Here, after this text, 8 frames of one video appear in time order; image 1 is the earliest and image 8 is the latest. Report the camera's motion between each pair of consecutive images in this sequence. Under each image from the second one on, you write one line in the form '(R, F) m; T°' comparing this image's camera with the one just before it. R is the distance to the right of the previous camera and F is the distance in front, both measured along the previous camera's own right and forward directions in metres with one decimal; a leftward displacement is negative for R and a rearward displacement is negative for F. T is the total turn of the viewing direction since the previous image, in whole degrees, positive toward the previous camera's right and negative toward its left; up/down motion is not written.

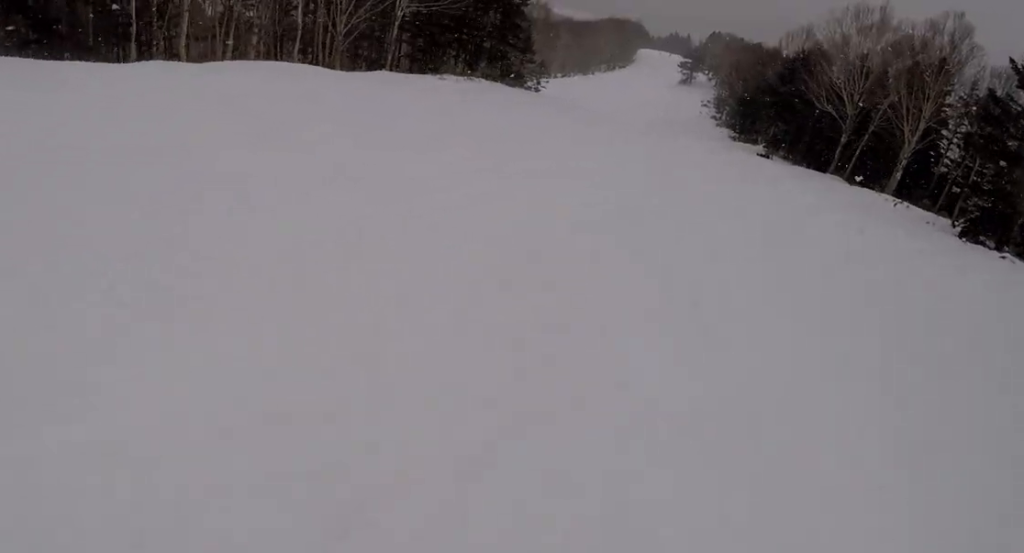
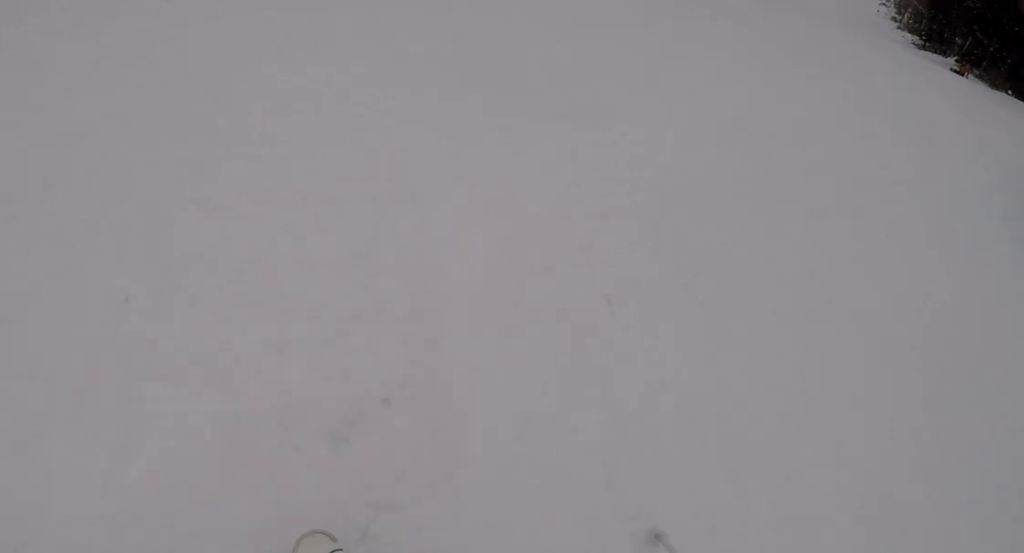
(-0.9, +5.6) m; -7°
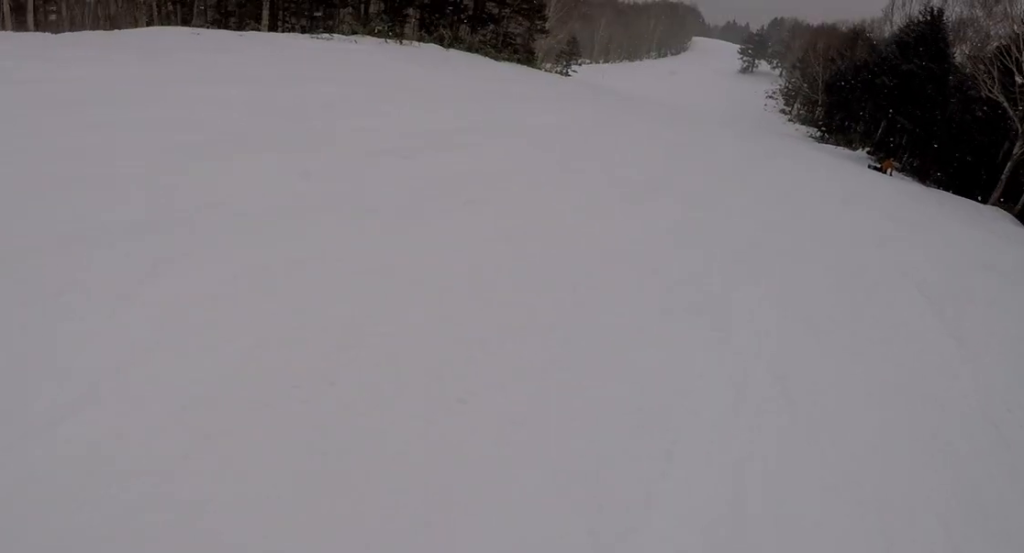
(+2.5, +14.5) m; -1°
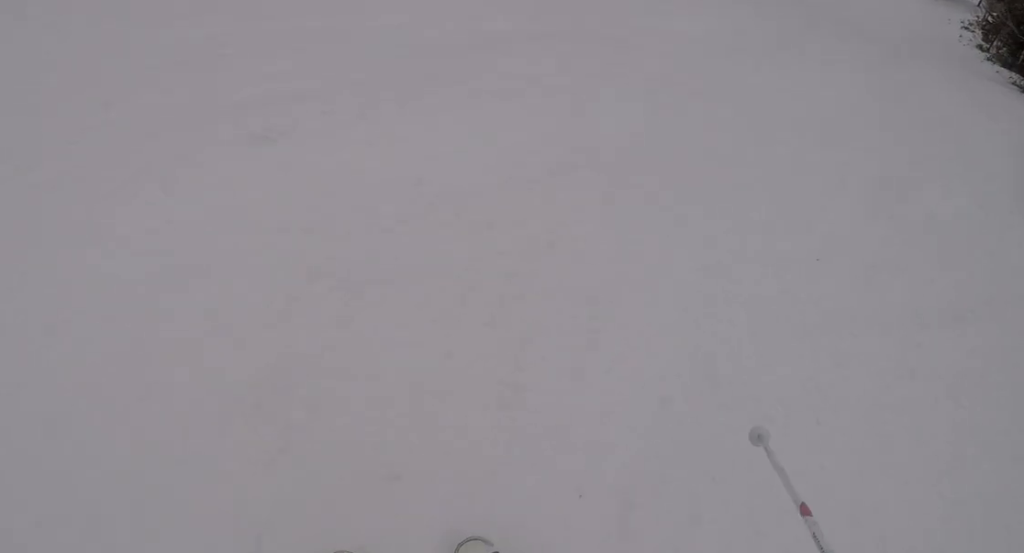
(-1.2, +4.7) m; -14°
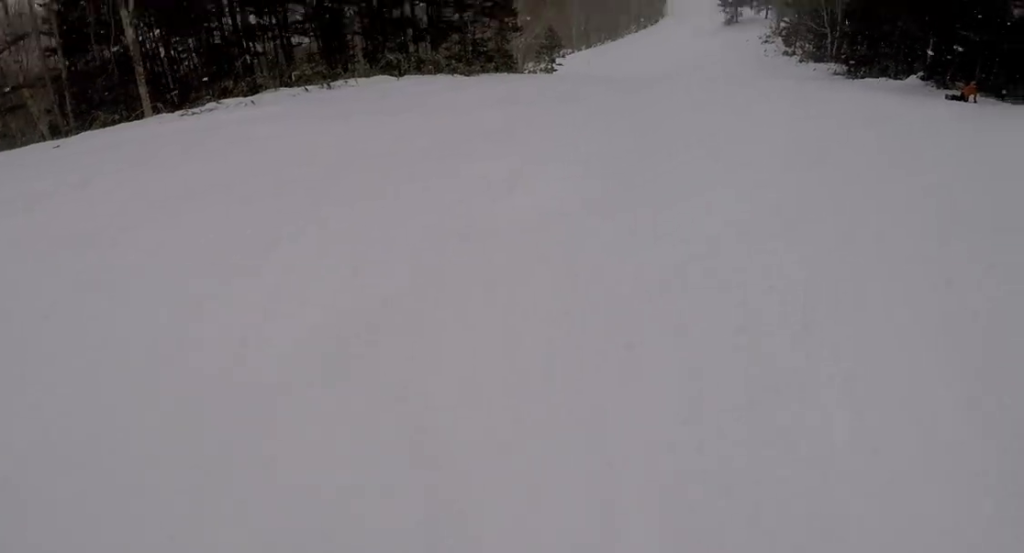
(0.0, +3.3) m; +7°
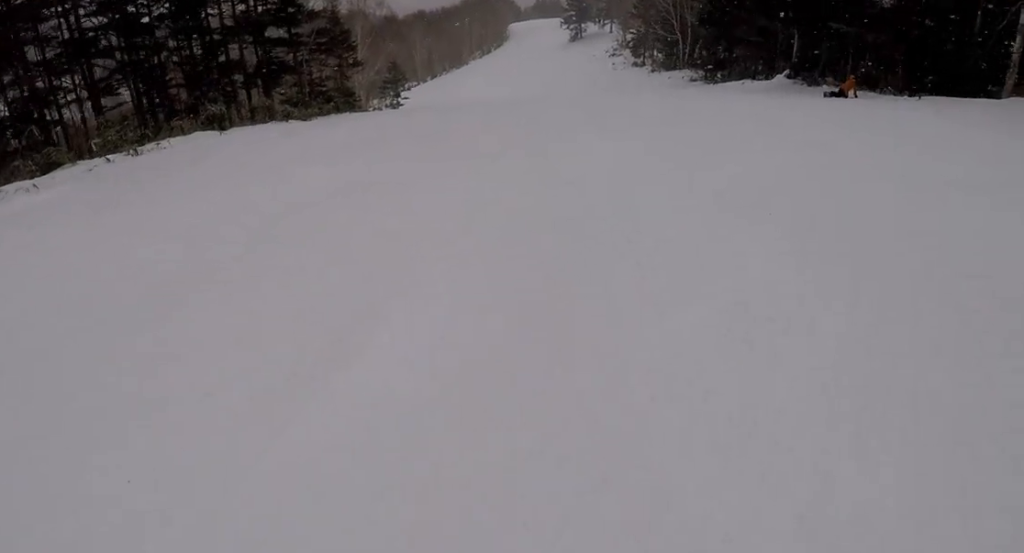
(-0.3, +2.8) m; +6°
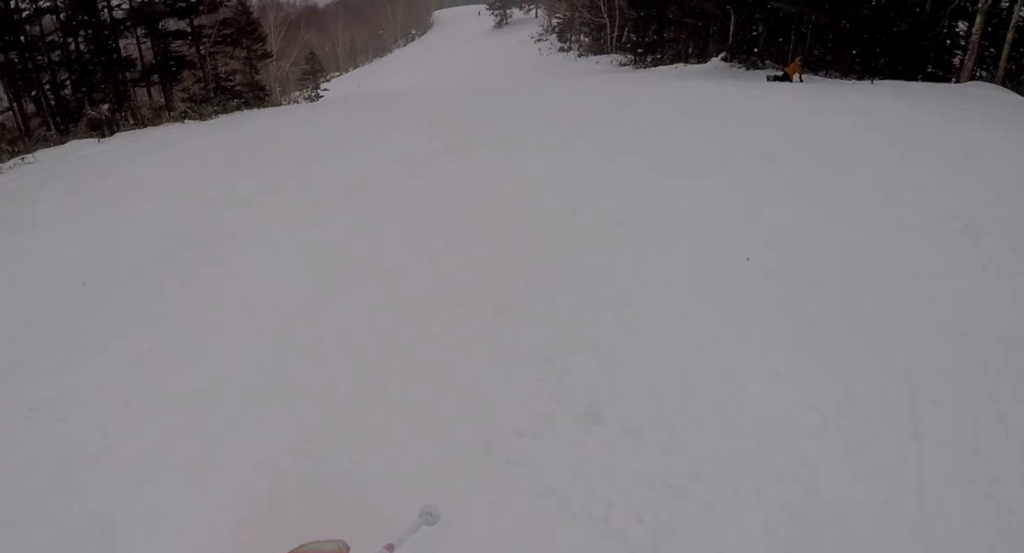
(+0.6, +2.3) m; +1°
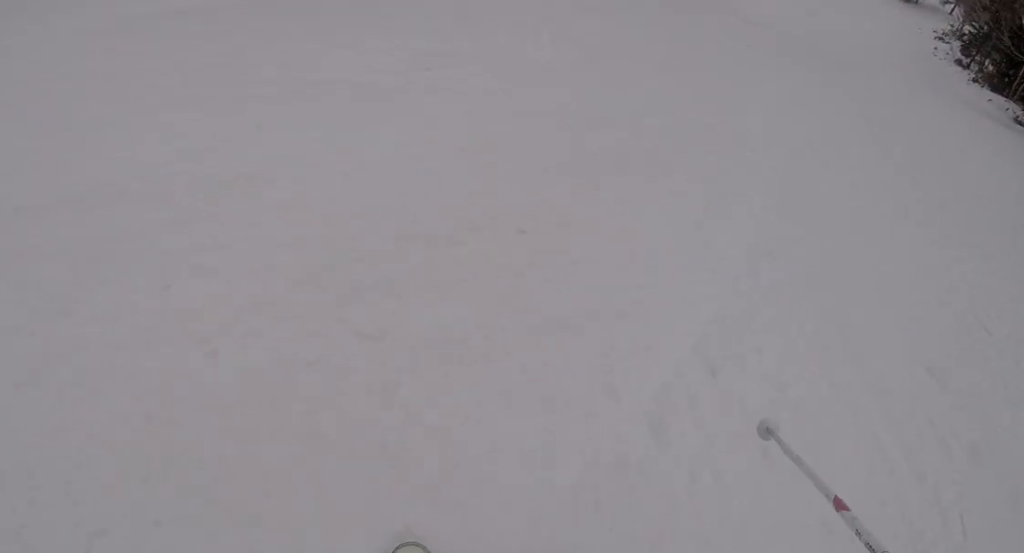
(-0.2, +7.9) m; -10°
